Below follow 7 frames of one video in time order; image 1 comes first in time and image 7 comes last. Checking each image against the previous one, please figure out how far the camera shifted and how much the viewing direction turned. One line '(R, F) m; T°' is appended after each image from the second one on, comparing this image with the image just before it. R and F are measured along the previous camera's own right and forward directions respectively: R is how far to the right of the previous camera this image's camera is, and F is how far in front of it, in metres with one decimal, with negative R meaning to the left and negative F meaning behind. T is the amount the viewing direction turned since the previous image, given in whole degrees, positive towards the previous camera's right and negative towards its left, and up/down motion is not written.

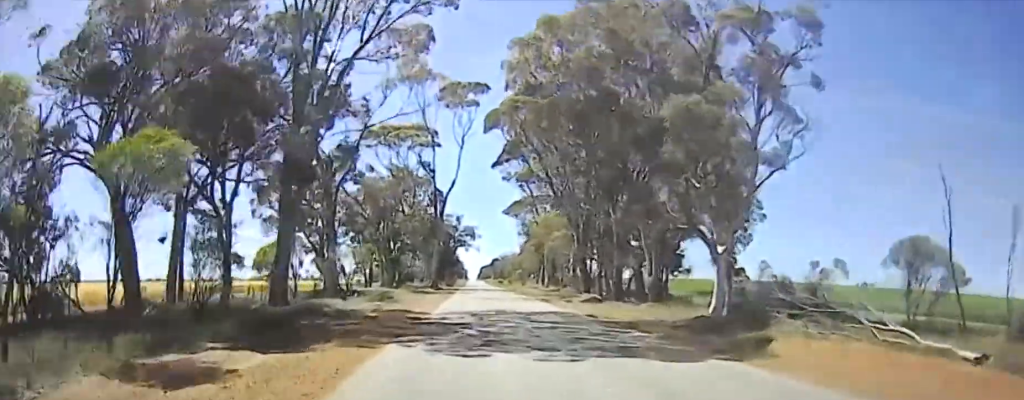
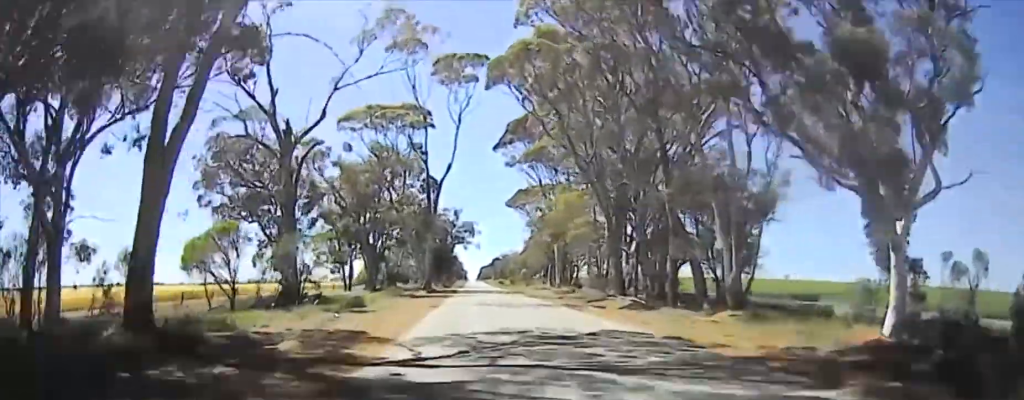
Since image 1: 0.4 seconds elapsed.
(+0.1, +11.4) m; 0°
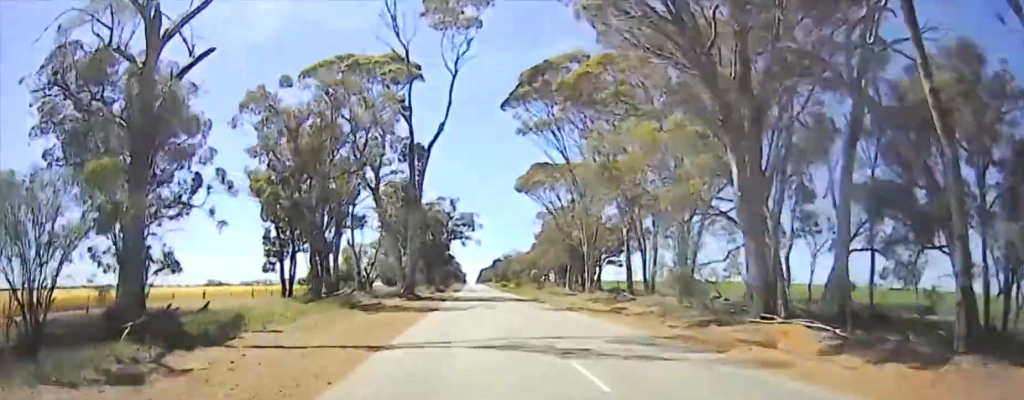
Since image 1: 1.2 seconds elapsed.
(0.0, +21.4) m; 0°
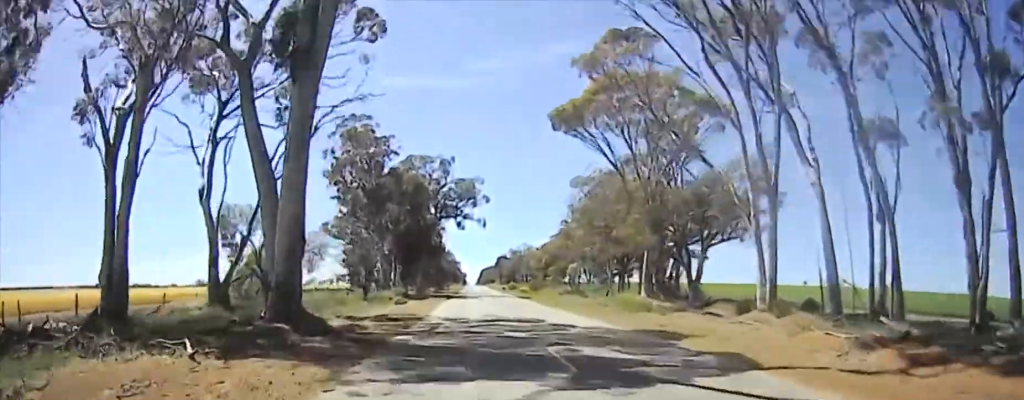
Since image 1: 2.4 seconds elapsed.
(0.0, +41.6) m; 0°
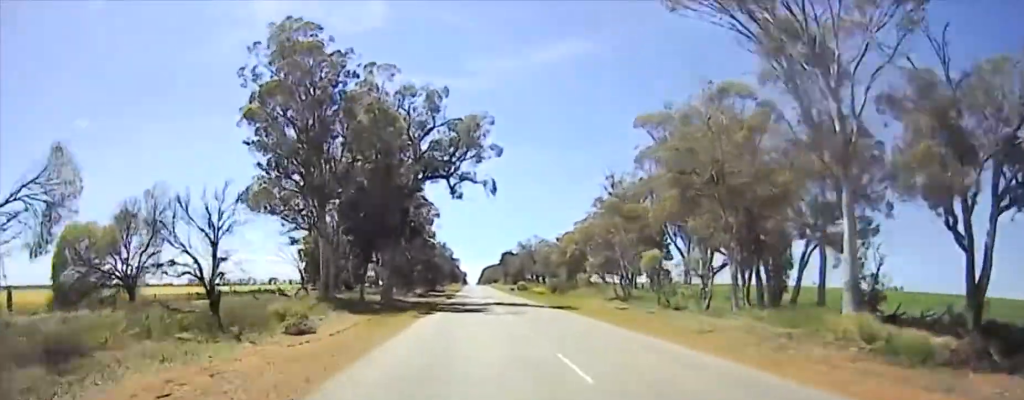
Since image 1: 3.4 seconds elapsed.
(0.0, +30.5) m; 0°
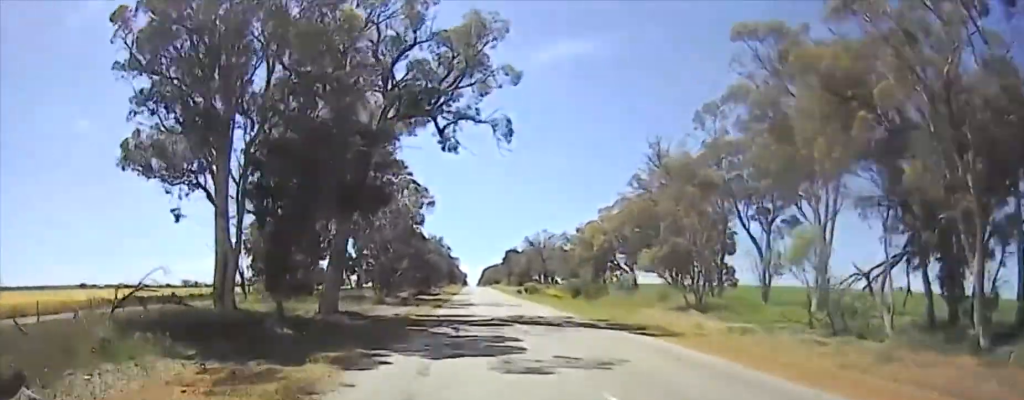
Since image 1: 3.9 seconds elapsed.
(0.0, +17.2) m; -1°
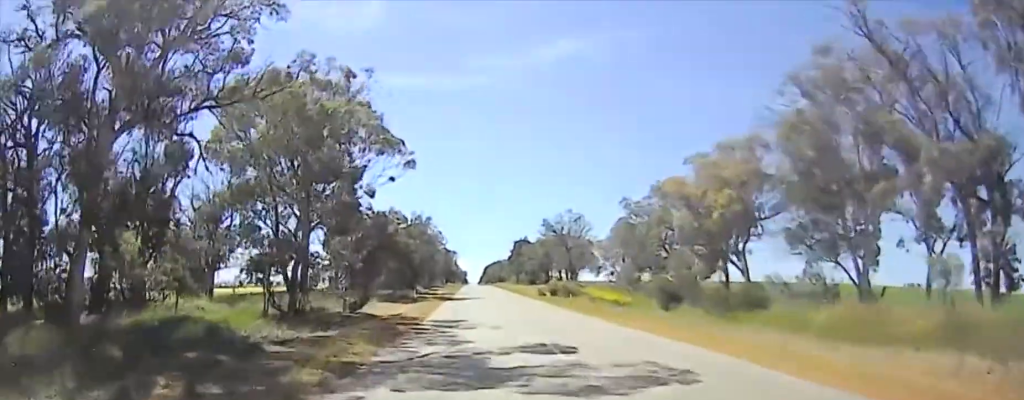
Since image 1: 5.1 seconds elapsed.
(-0.7, +30.7) m; -3°
